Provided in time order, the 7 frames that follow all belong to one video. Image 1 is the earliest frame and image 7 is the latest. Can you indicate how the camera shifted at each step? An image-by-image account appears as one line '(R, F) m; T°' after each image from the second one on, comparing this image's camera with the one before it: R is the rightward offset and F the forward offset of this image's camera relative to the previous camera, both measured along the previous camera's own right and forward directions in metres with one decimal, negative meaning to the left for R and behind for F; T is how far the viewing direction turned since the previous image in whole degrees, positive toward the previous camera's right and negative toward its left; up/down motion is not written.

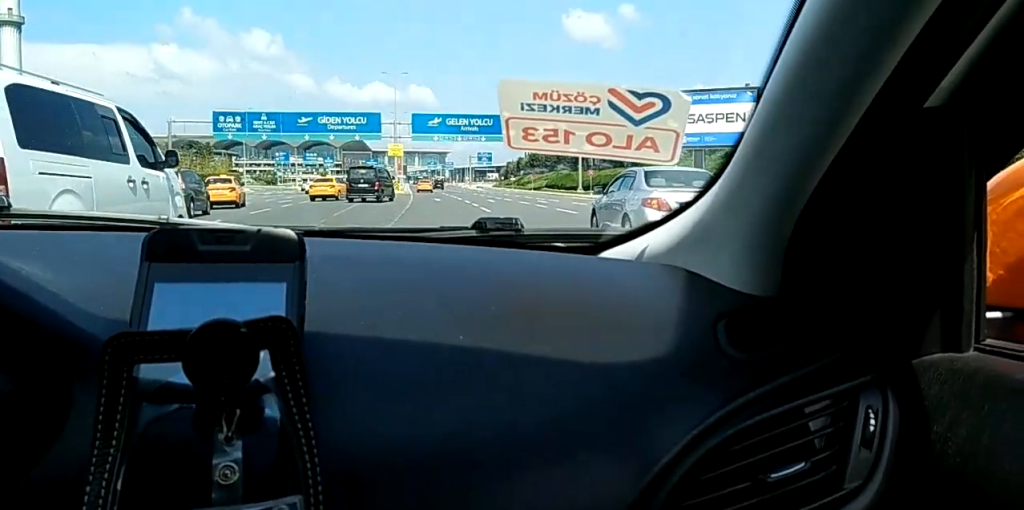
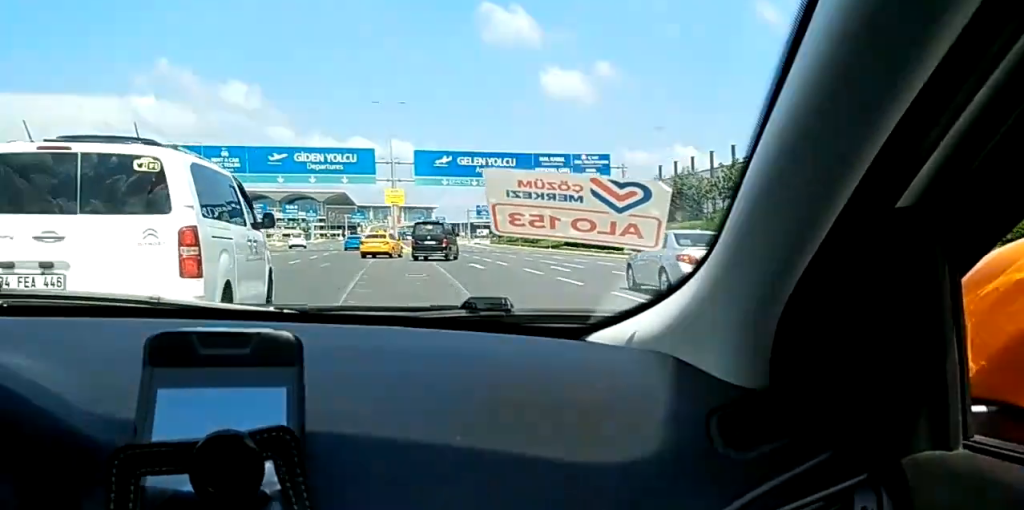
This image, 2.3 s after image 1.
(-0.1, +23.7) m; -3°
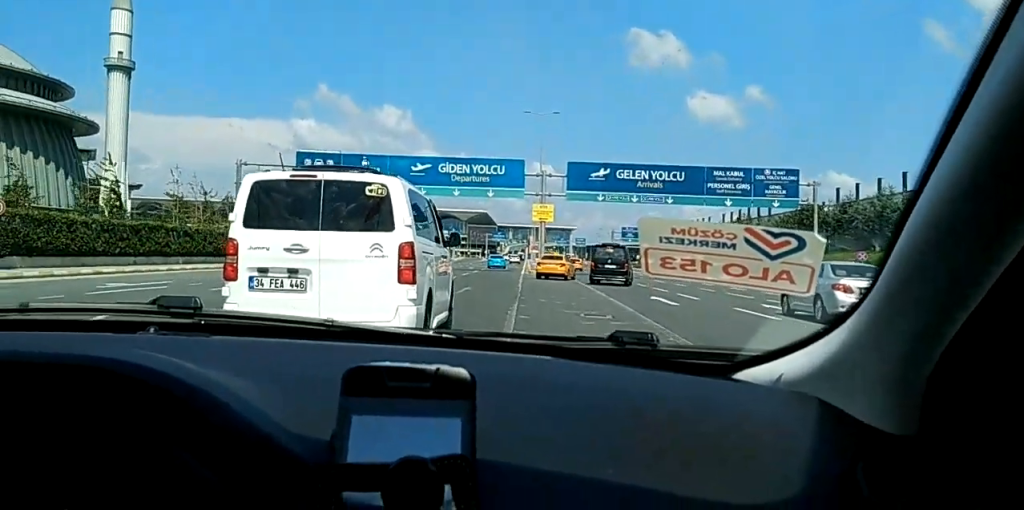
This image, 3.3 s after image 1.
(-0.6, +10.8) m; -3°
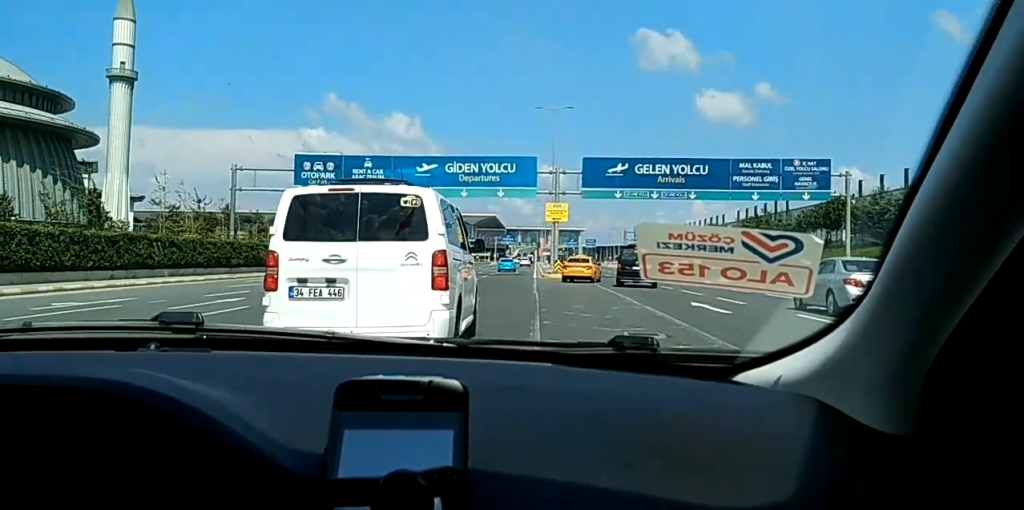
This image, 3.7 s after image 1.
(0.0, +4.7) m; -1°
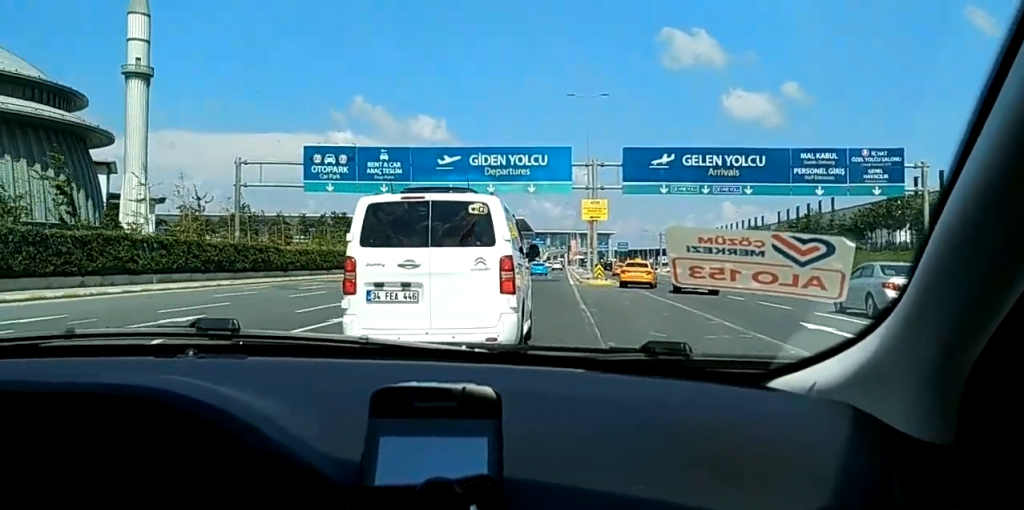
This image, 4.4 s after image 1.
(0.0, +7.2) m; -1°
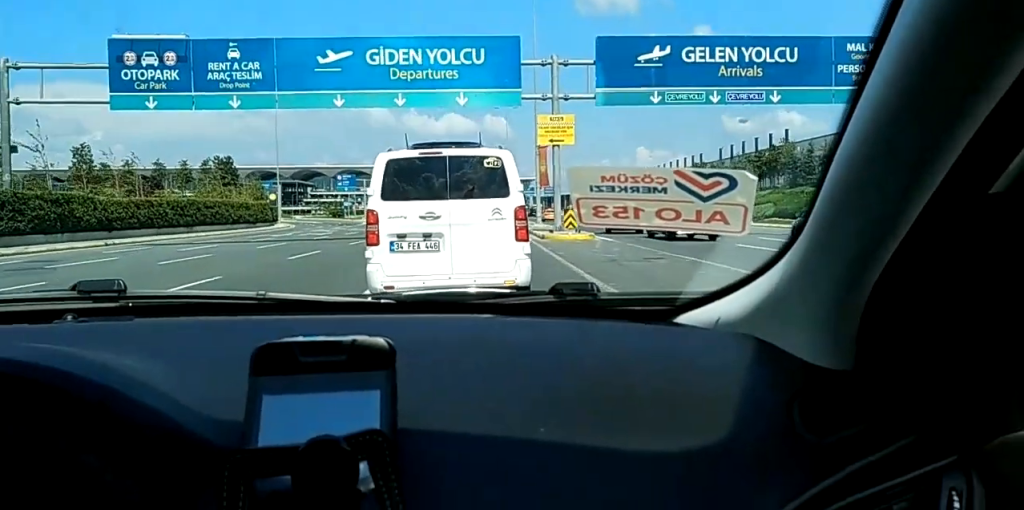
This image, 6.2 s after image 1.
(-0.5, +17.5) m; -1°
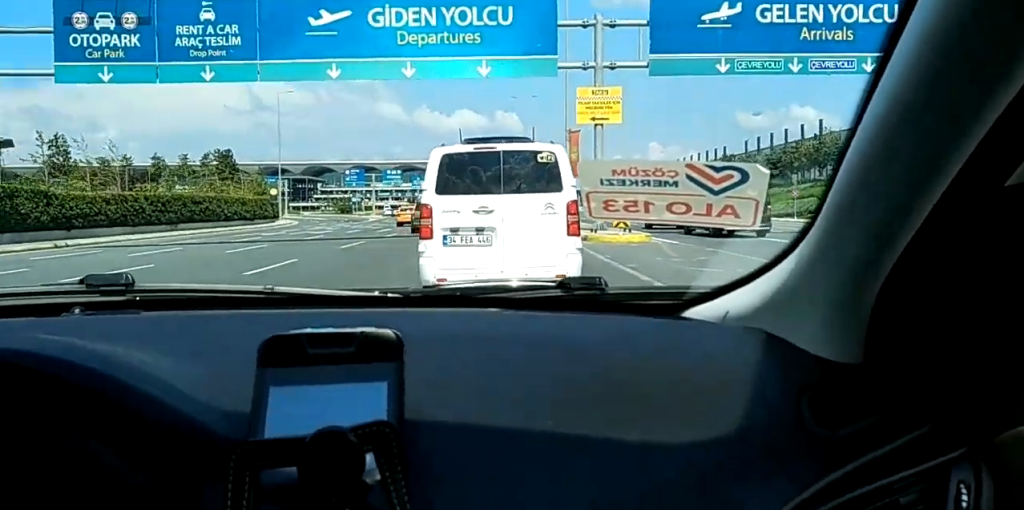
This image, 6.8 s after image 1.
(0.0, +6.1) m; 0°
